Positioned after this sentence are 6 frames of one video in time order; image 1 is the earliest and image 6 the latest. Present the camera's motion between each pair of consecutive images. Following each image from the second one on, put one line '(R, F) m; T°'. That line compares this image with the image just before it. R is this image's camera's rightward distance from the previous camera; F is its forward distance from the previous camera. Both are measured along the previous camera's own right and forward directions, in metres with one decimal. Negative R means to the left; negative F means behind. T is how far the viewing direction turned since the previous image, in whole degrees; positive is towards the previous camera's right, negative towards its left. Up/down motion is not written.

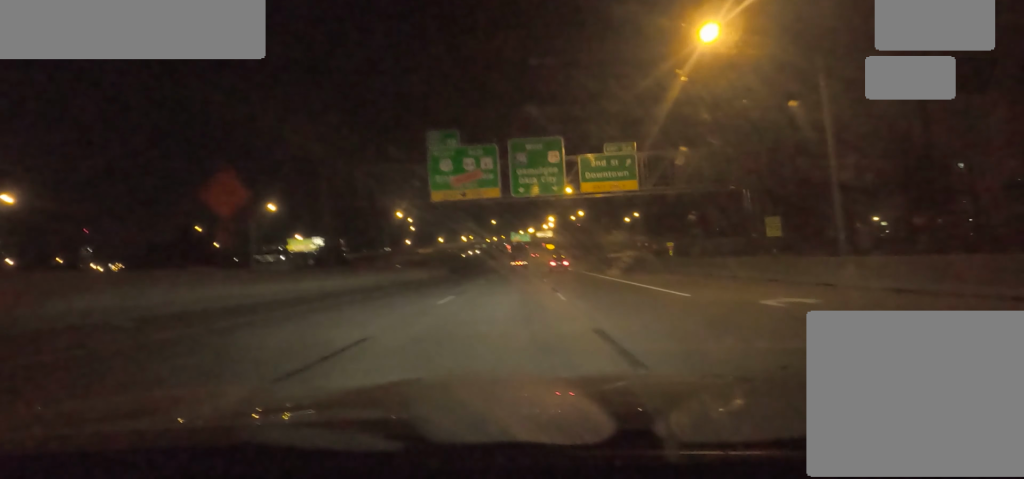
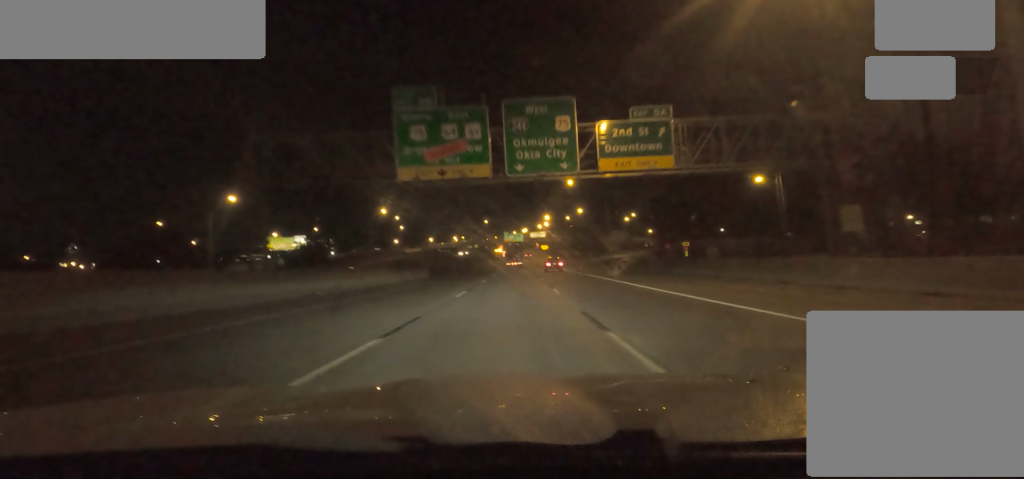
(-0.6, +10.3) m; 0°
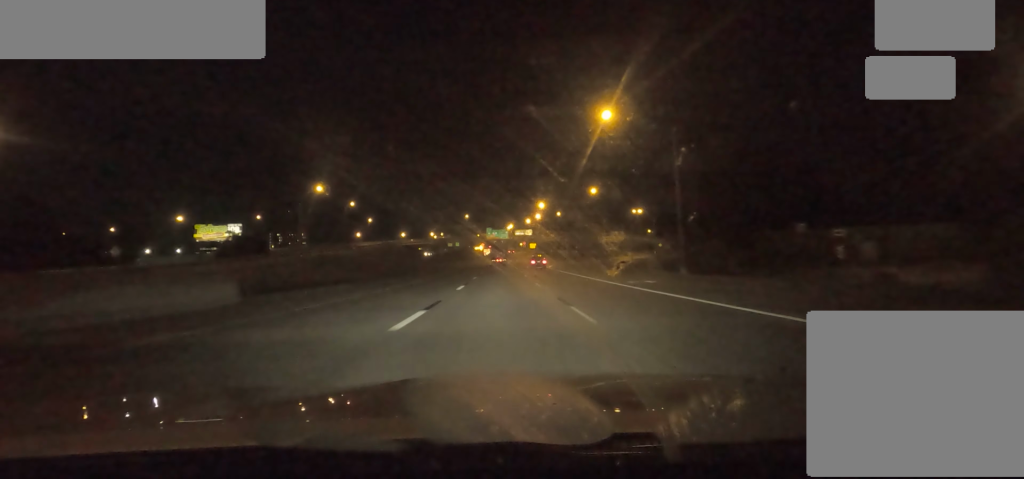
(+1.6, +37.5) m; +2°
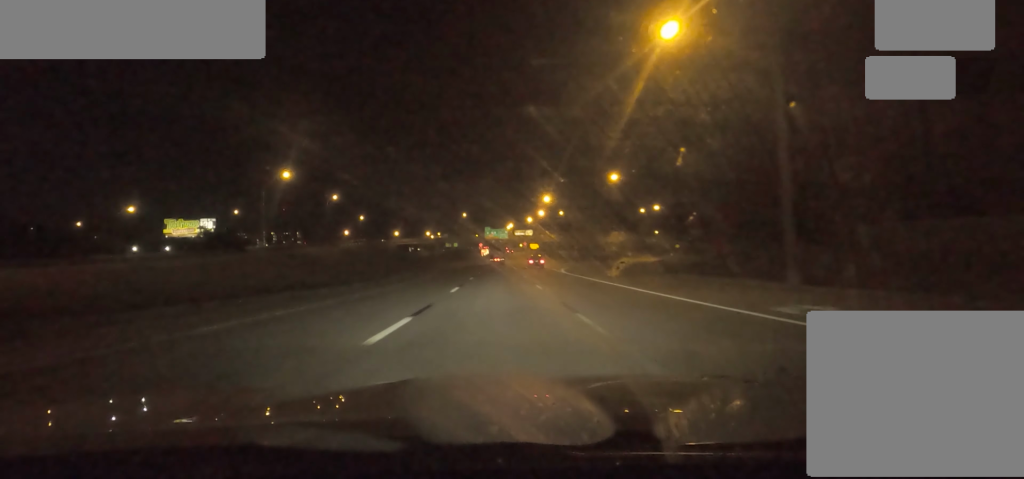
(-0.1, +16.2) m; -1°
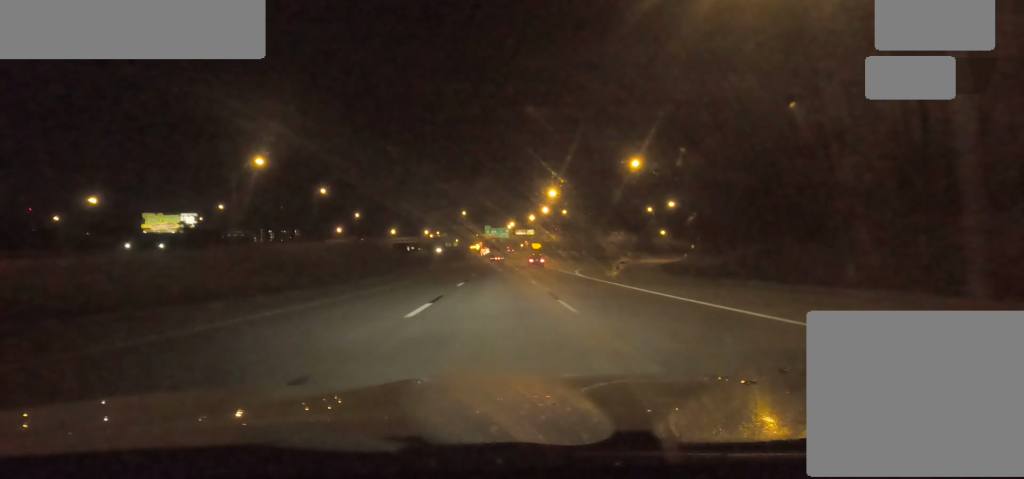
(+0.1, +10.1) m; 0°
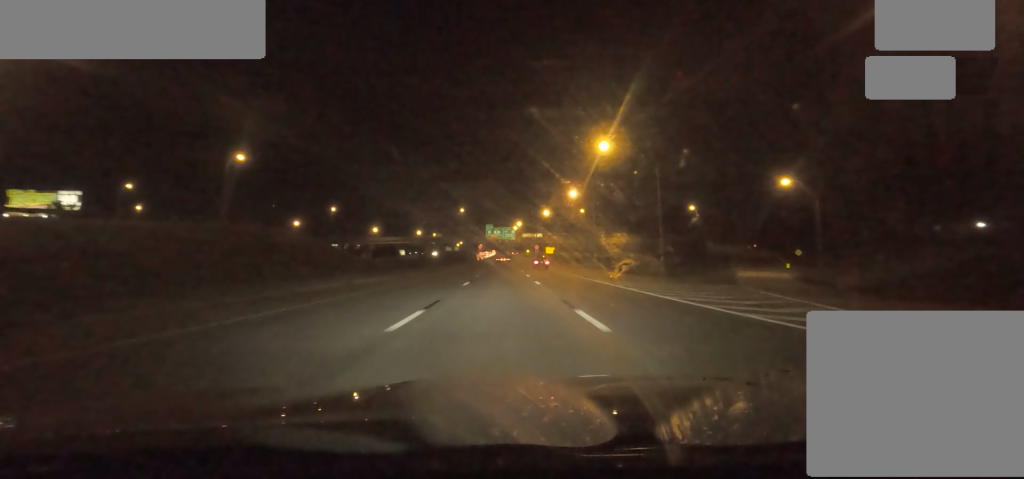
(-0.1, +45.0) m; +1°
